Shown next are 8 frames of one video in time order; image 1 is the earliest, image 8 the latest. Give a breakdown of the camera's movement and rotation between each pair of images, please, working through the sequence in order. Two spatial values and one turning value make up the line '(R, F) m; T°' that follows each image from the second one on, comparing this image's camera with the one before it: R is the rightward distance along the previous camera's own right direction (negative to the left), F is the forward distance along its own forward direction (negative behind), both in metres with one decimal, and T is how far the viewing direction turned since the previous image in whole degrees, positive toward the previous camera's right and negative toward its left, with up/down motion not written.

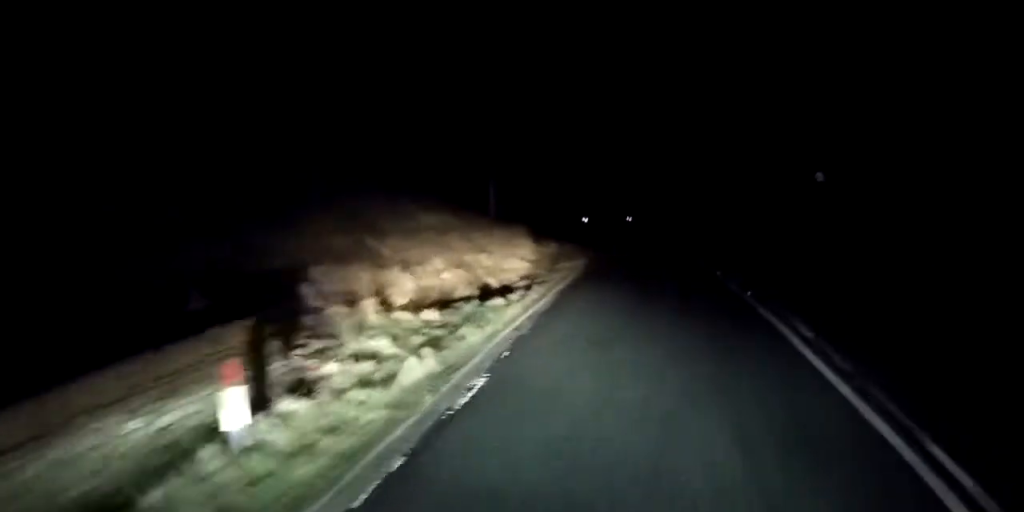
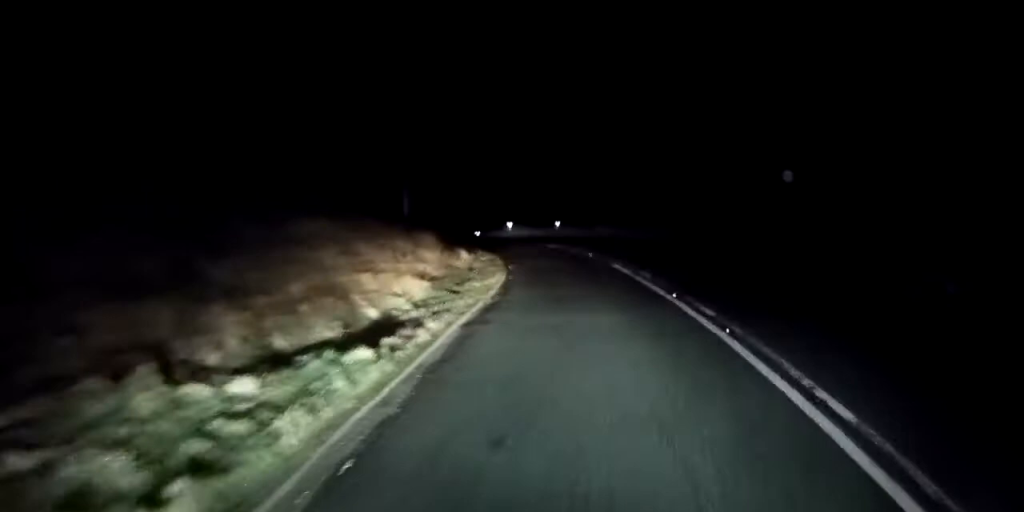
(+0.1, +4.3) m; +1°
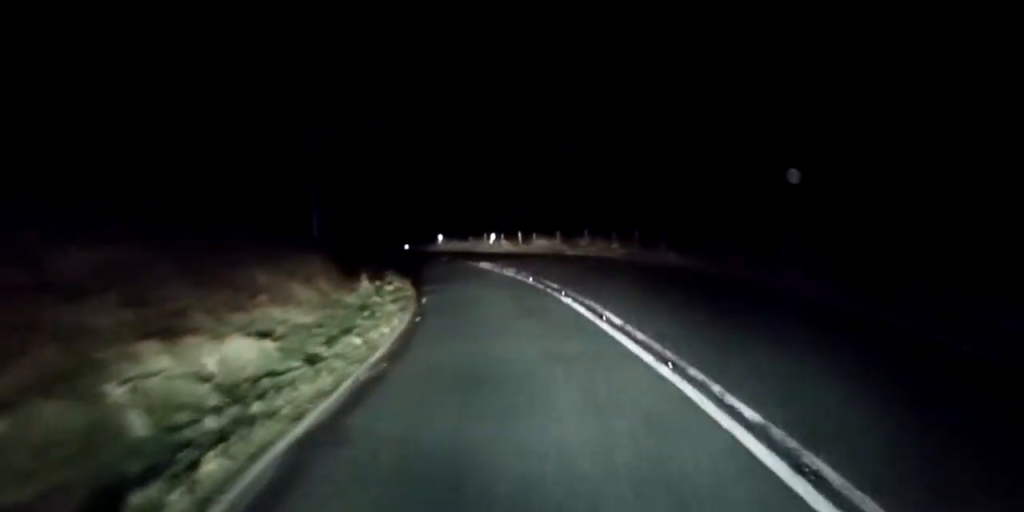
(0.0, +6.0) m; 0°
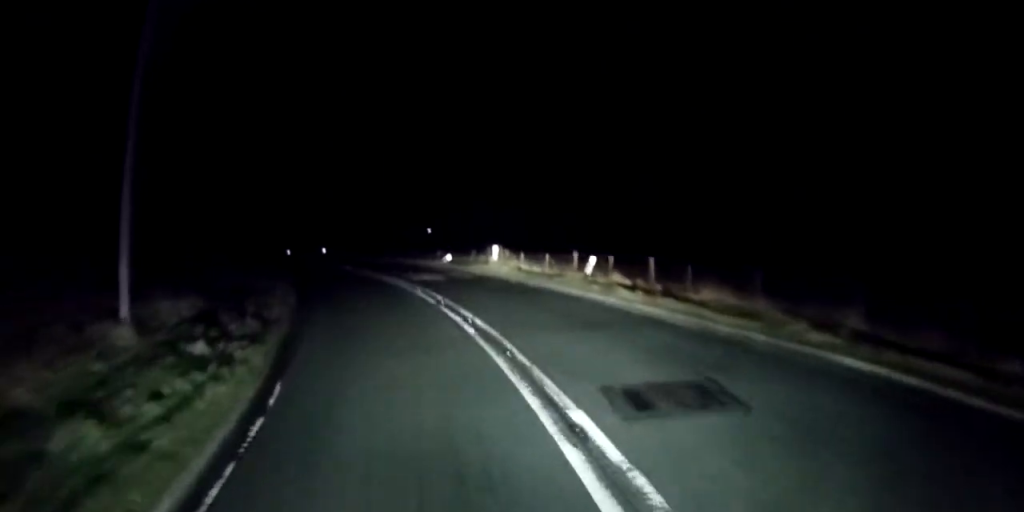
(-0.8, +22.3) m; -13°
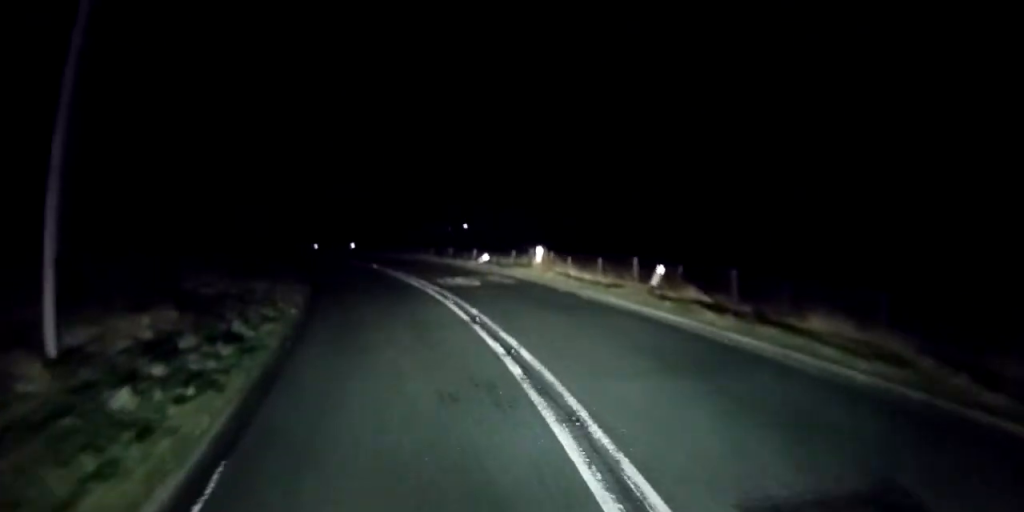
(-0.5, +3.8) m; -4°
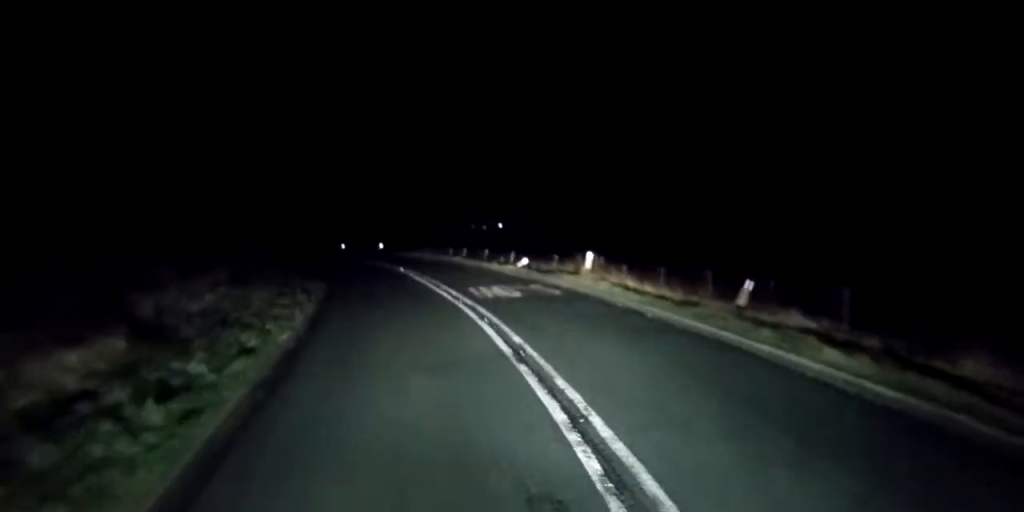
(-0.2, +3.8) m; -4°
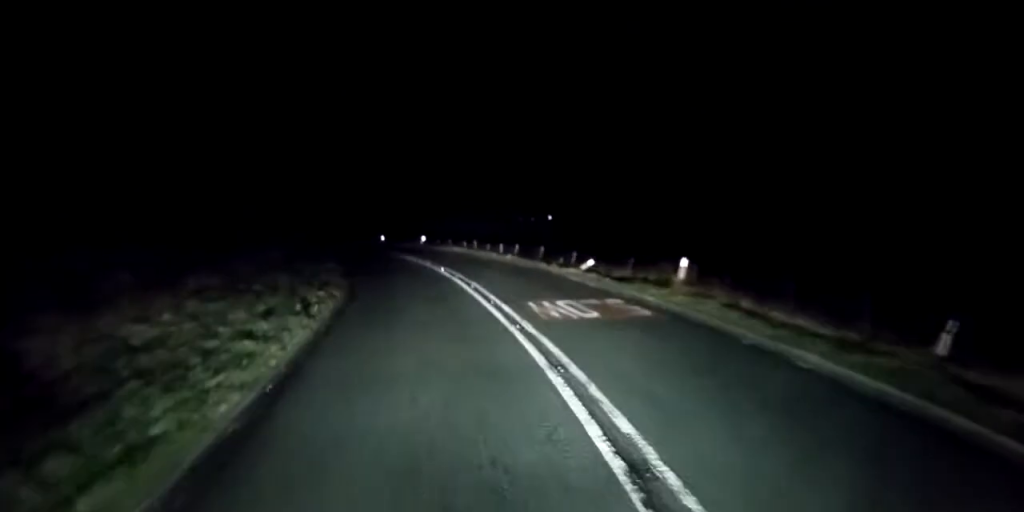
(0.0, +5.4) m; 0°
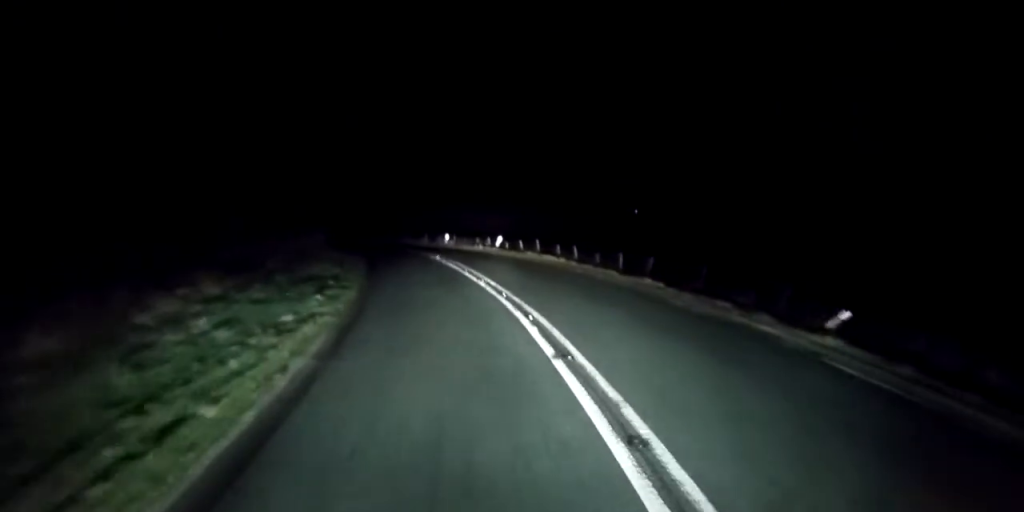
(0.0, +15.5) m; -1°
